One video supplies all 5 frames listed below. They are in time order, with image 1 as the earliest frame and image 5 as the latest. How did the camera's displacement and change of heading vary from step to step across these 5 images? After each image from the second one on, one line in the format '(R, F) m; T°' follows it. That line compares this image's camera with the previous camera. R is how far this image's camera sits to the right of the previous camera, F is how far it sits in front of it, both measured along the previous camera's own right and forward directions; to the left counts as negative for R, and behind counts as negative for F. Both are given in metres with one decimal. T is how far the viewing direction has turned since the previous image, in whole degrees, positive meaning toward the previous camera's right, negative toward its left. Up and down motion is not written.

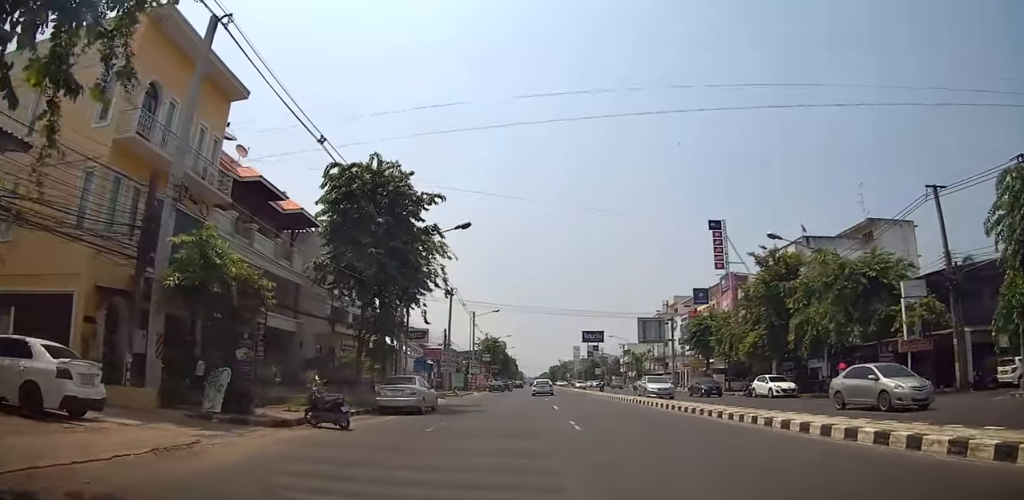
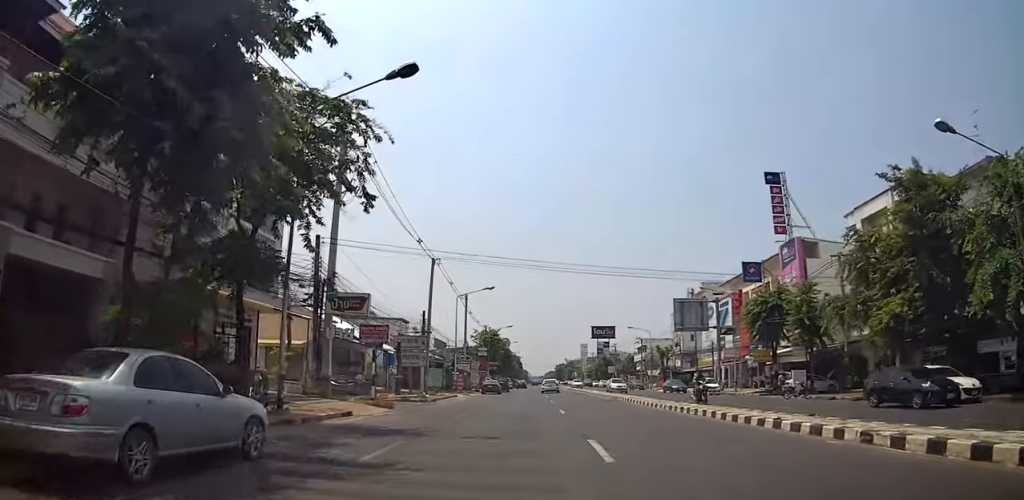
(+0.1, +14.8) m; -1°
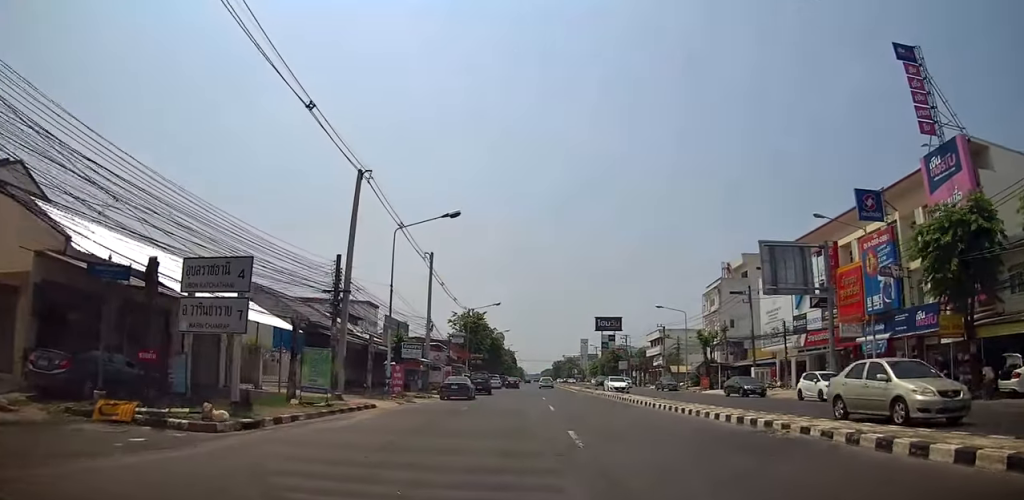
(-0.1, +20.9) m; +1°
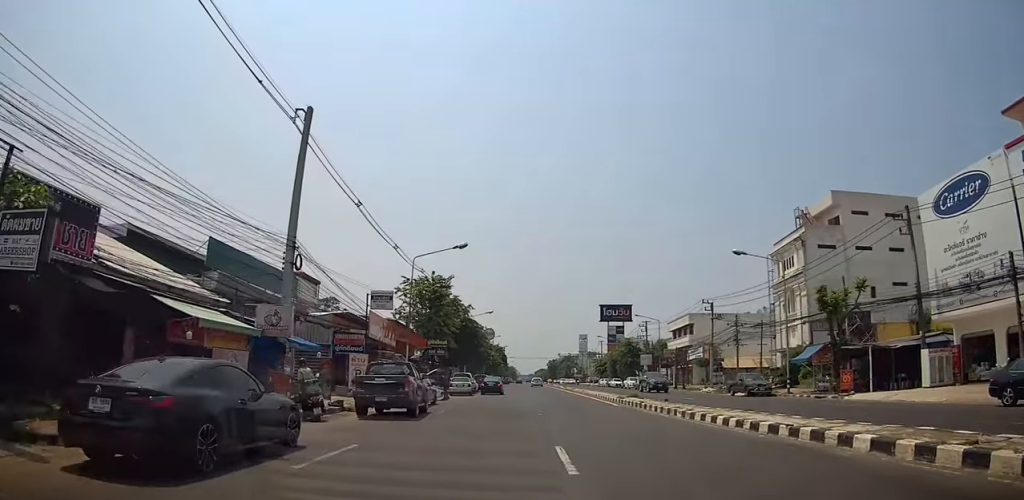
(-0.1, +26.6) m; 0°
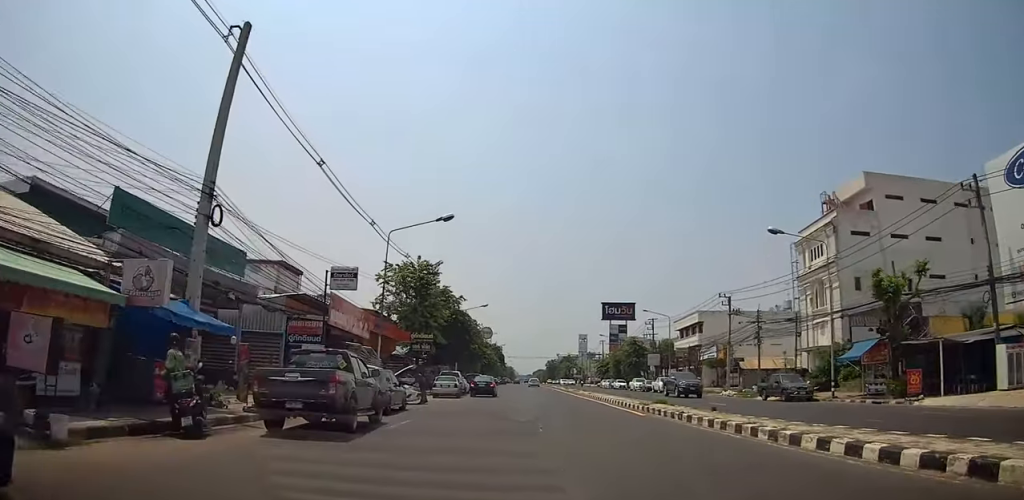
(0.0, +6.1) m; 0°
